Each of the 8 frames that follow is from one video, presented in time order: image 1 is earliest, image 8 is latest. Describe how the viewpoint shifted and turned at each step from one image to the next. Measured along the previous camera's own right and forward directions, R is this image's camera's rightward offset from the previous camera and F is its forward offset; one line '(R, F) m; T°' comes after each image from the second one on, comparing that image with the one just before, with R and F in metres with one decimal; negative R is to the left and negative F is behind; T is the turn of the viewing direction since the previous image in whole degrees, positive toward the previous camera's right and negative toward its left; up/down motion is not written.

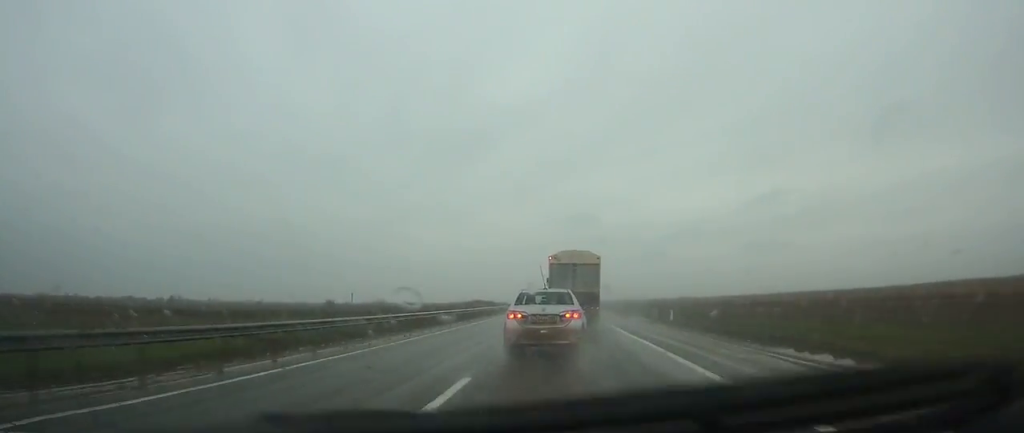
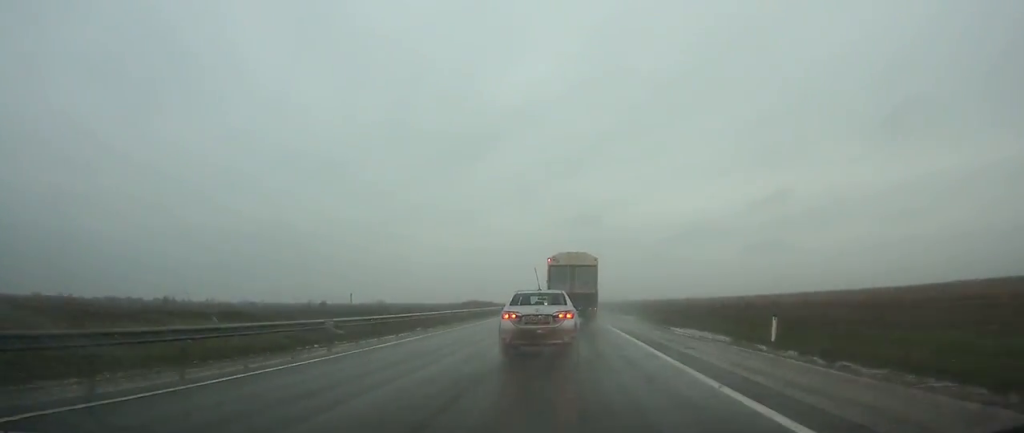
(-0.2, +16.2) m; 0°
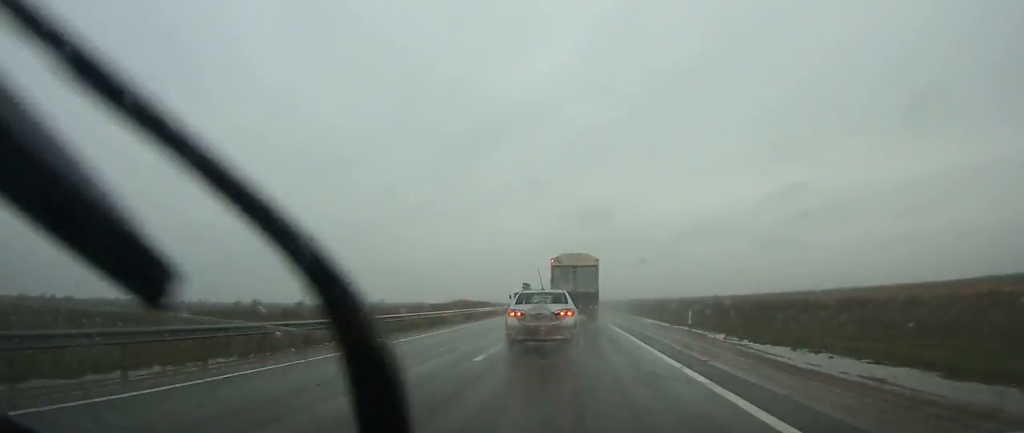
(-0.1, +37.6) m; -1°
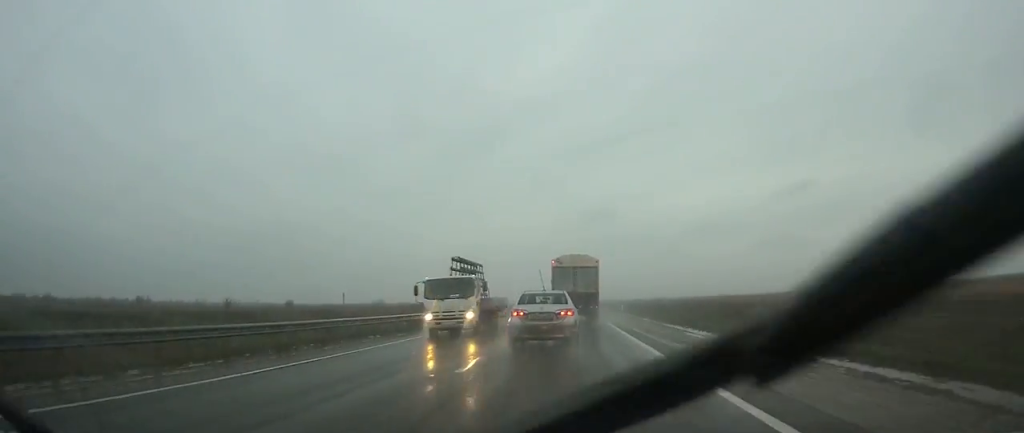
(0.0, +14.0) m; 0°
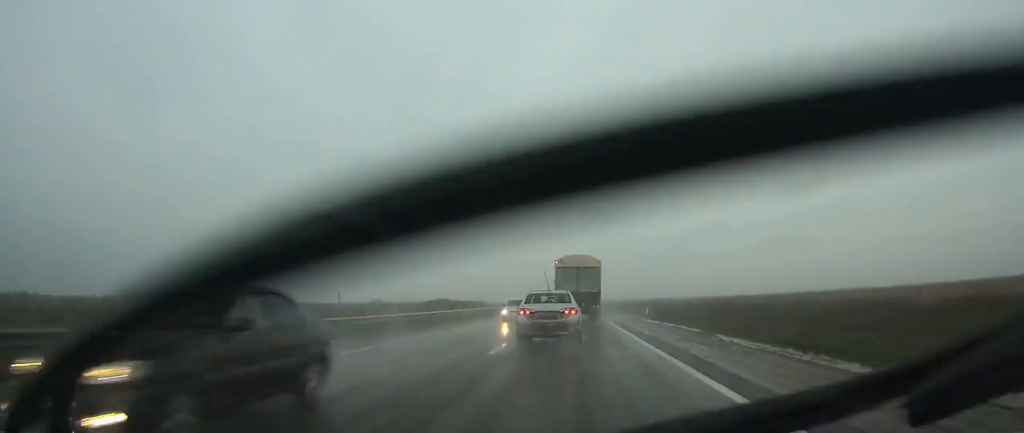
(-0.1, +20.4) m; 0°
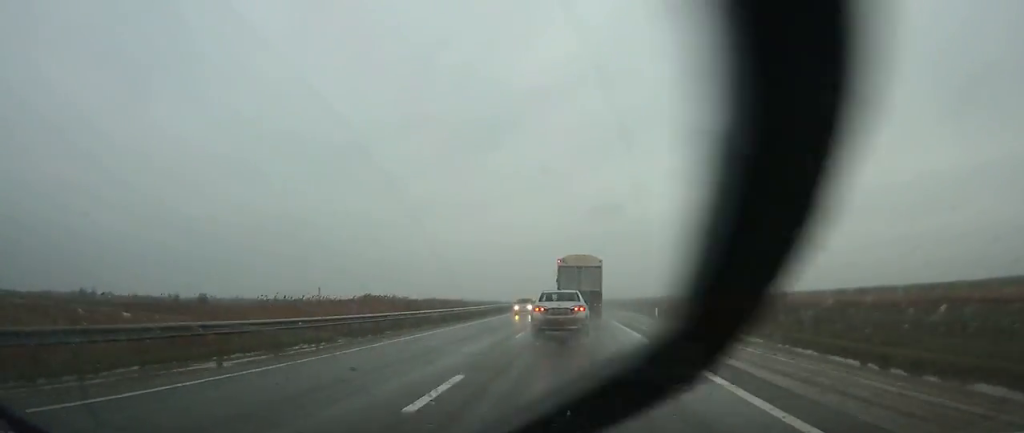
(+0.3, +54.7) m; 0°
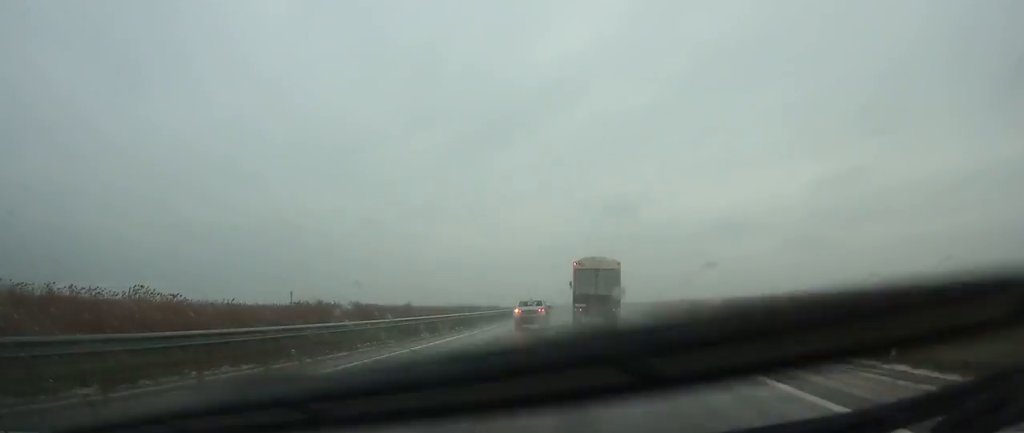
(-0.6, +83.7) m; -1°
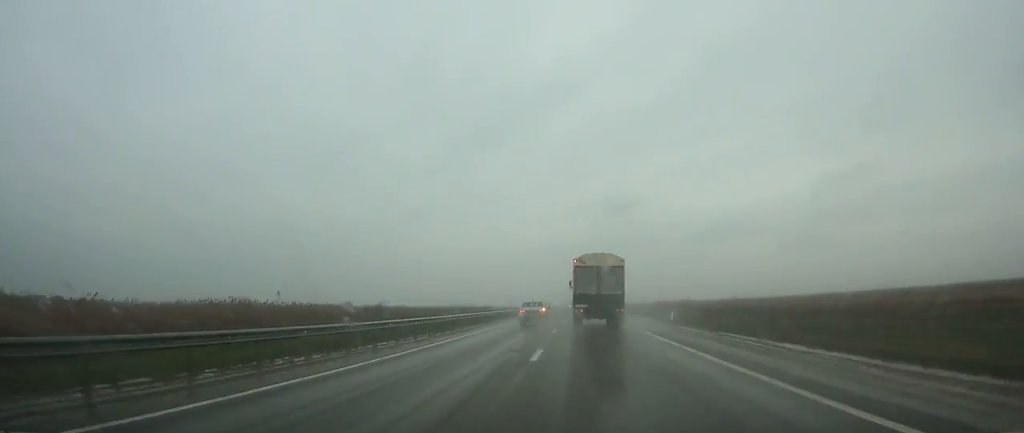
(-0.1, +22.9) m; 0°
